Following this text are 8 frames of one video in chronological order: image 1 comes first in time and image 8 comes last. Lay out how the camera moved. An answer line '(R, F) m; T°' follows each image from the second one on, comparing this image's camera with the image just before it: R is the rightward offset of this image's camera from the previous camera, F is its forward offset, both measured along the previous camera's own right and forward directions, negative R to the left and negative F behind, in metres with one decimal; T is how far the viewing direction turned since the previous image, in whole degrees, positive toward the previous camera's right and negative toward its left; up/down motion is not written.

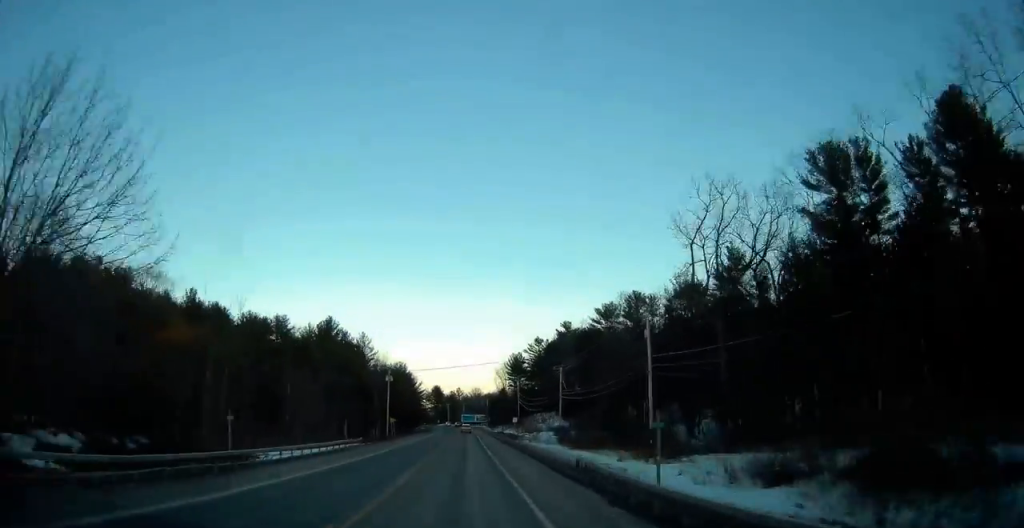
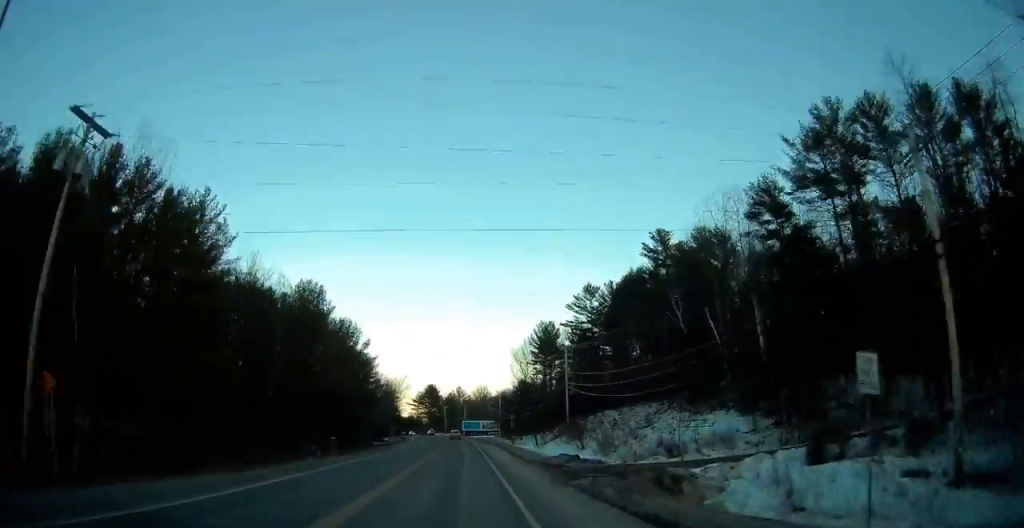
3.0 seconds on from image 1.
(-0.2, +78.6) m; -1°
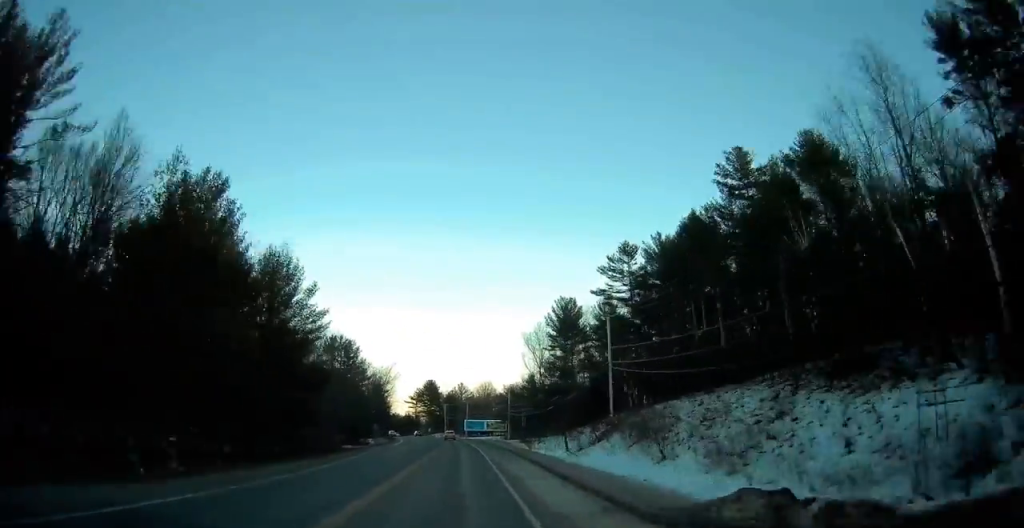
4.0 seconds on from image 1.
(-0.1, +25.3) m; 0°
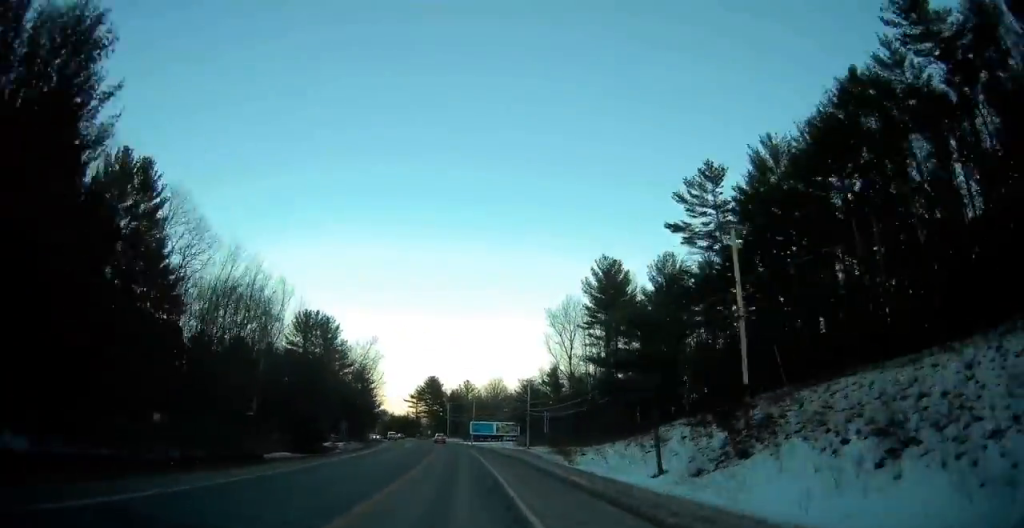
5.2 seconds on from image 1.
(-0.1, +29.8) m; -1°
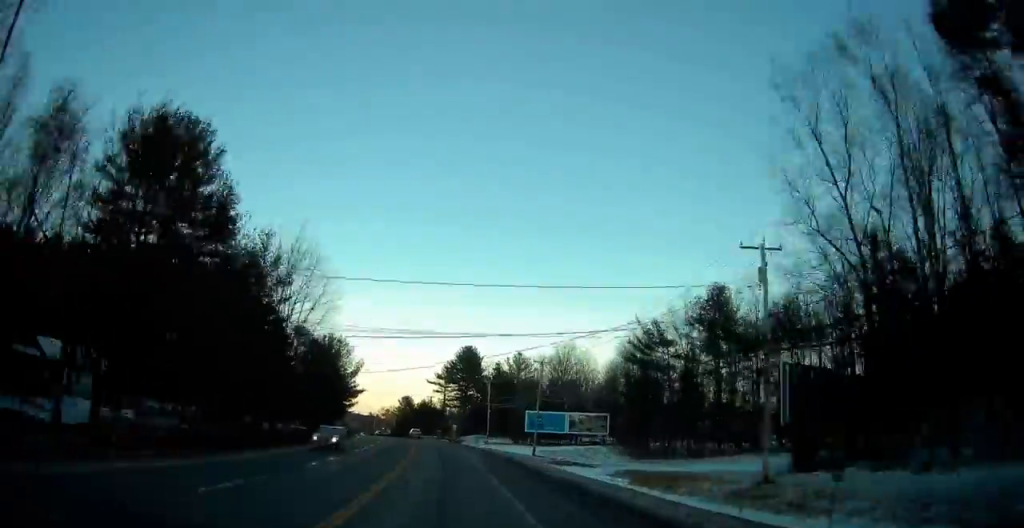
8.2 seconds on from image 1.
(-2.3, +72.8) m; -5°
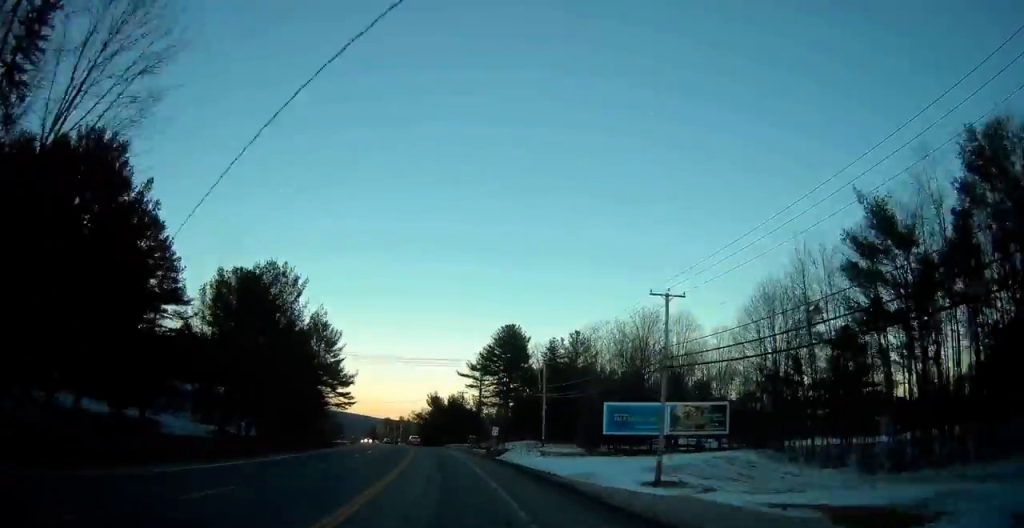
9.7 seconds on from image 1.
(-1.0, +36.8) m; -3°
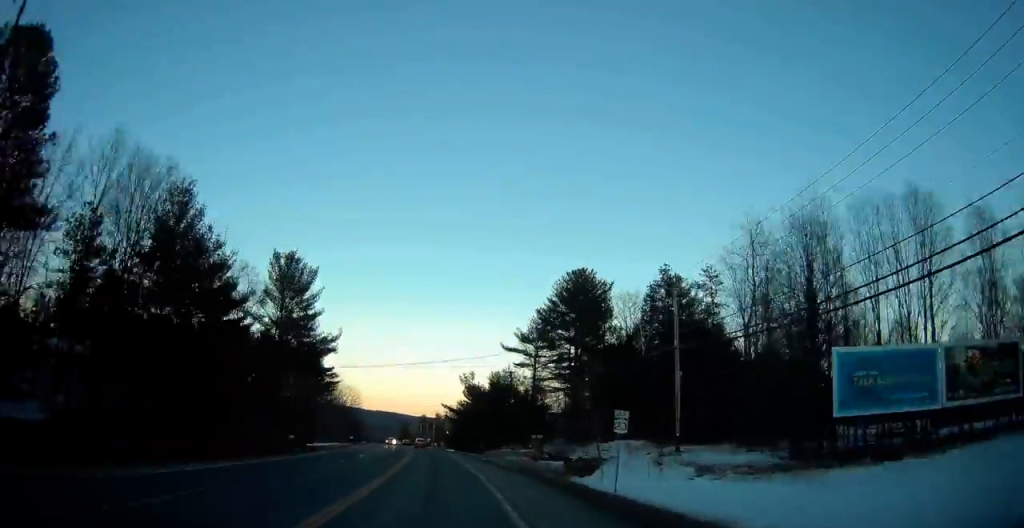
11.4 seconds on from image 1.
(-1.3, +39.9) m; -4°
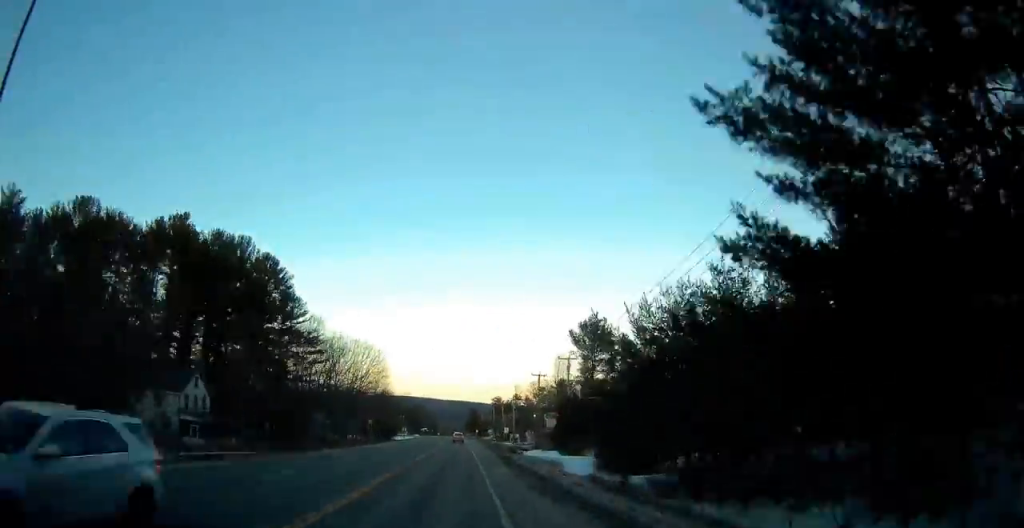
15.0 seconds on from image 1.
(-5.7, +86.9) m; -6°
